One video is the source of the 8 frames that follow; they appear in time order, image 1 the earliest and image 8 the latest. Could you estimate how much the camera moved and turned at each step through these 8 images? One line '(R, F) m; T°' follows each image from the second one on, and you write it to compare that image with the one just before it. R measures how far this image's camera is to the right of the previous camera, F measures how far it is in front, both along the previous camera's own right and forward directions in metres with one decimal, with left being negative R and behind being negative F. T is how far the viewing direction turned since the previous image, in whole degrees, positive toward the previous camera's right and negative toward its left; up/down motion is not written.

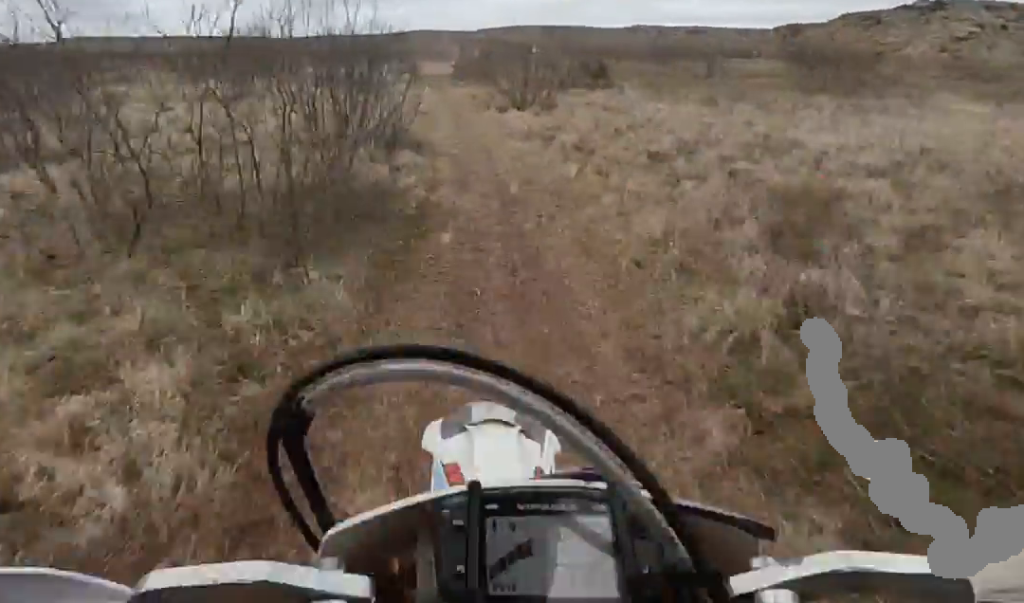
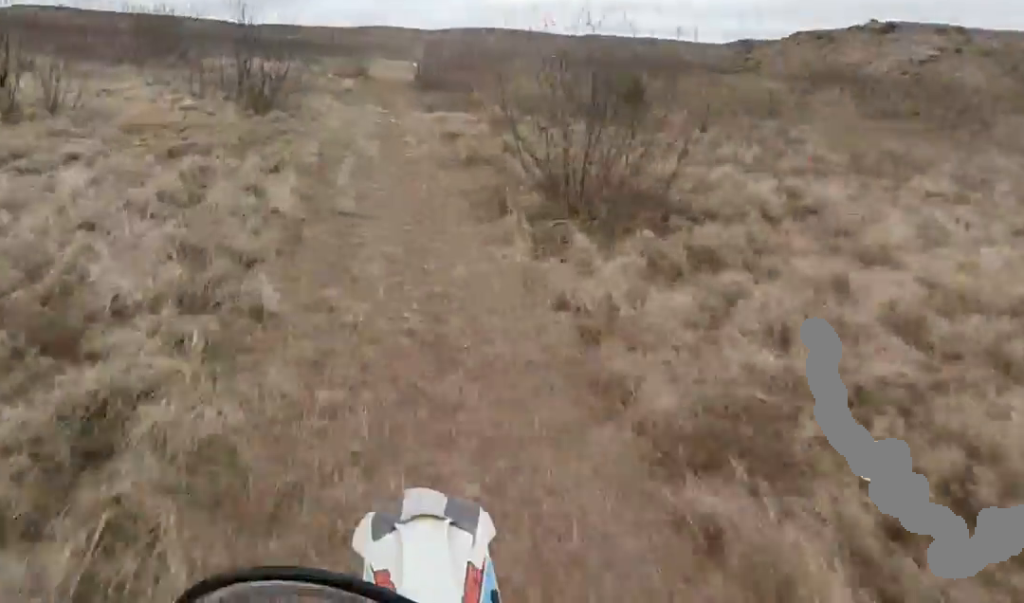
(-0.3, +8.8) m; -2°
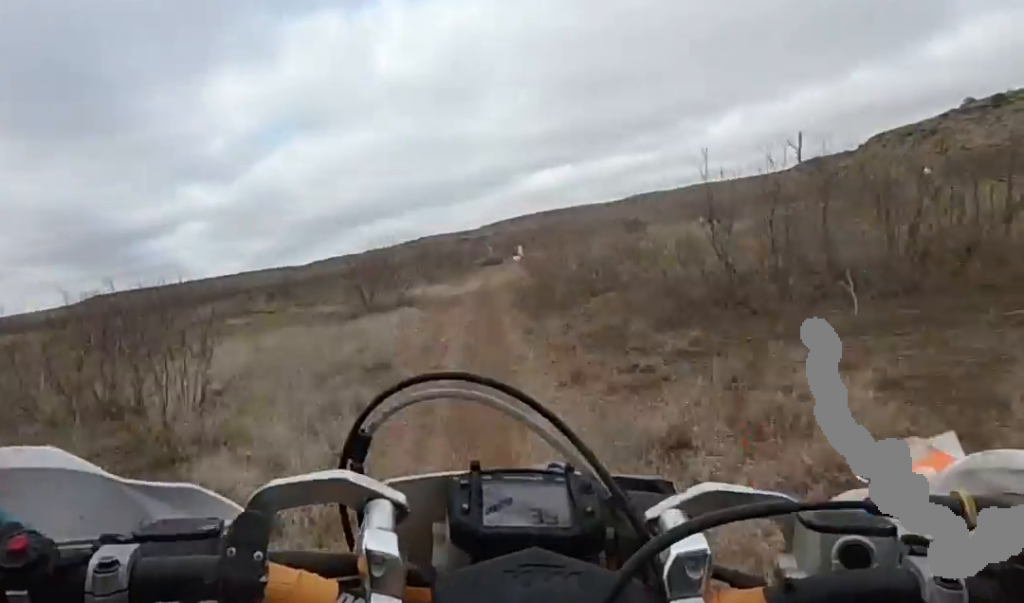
(+1.0, +22.4) m; +7°
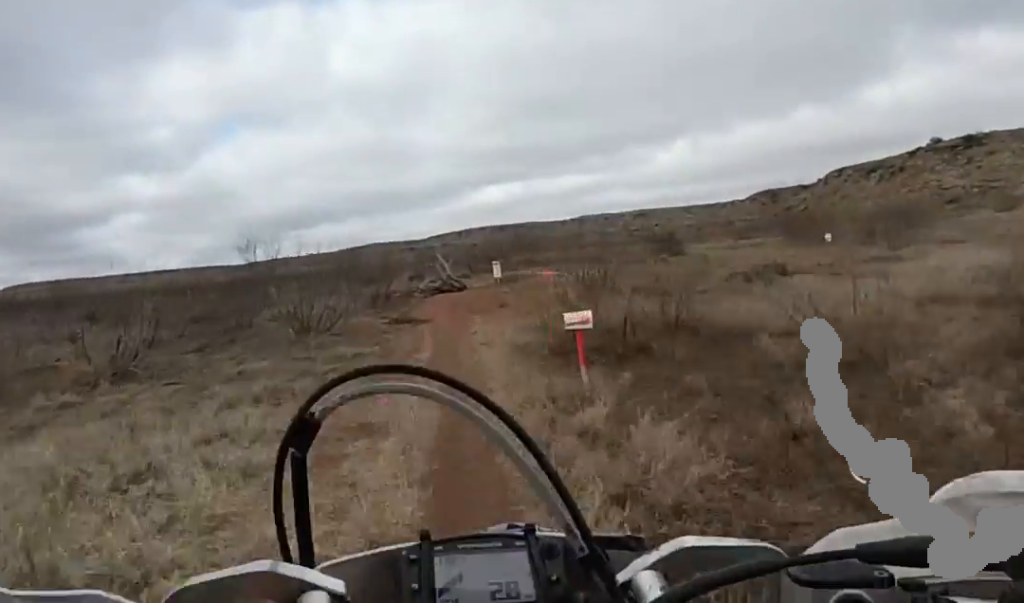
(+0.3, +10.1) m; +7°
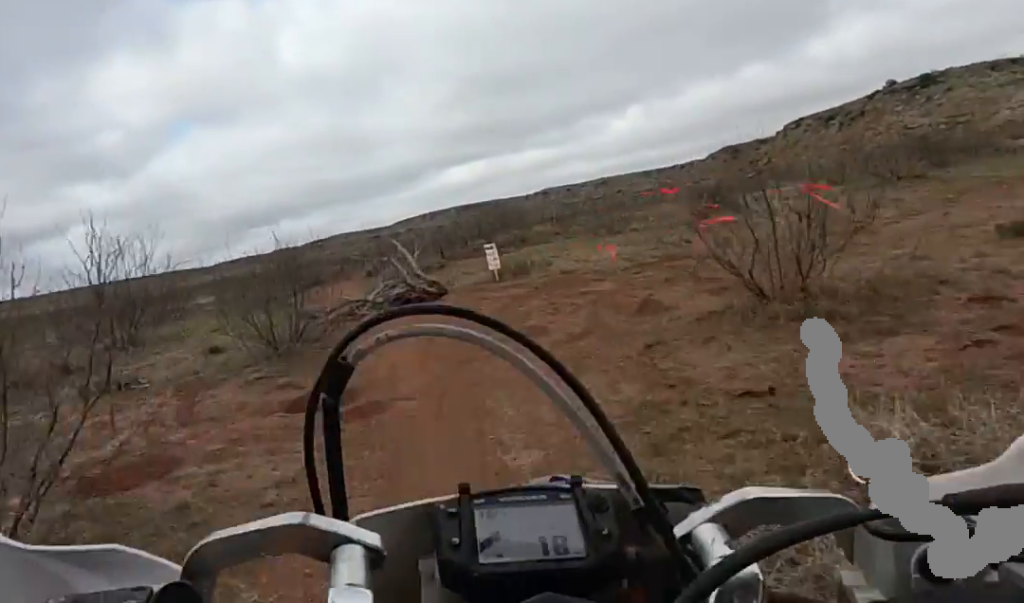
(+0.5, +6.1) m; +22°
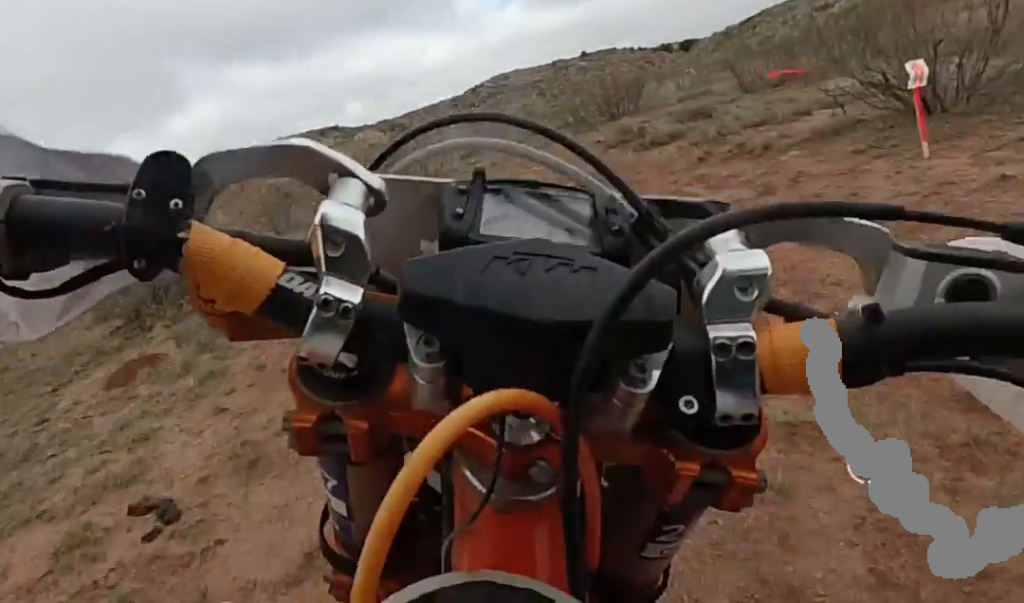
(+8.4, +11.7) m; +48°
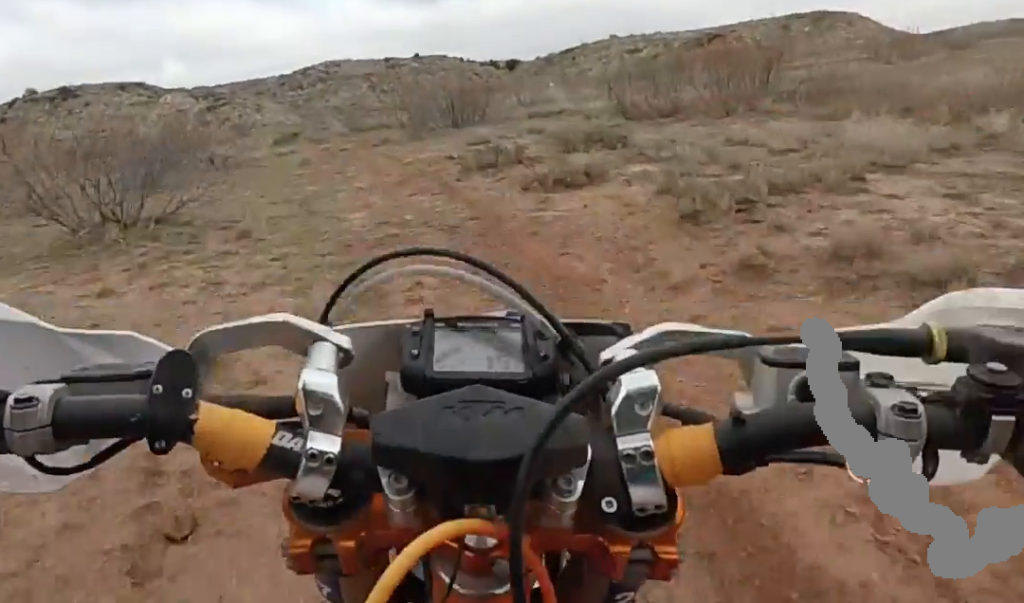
(+0.1, +6.8) m; +1°
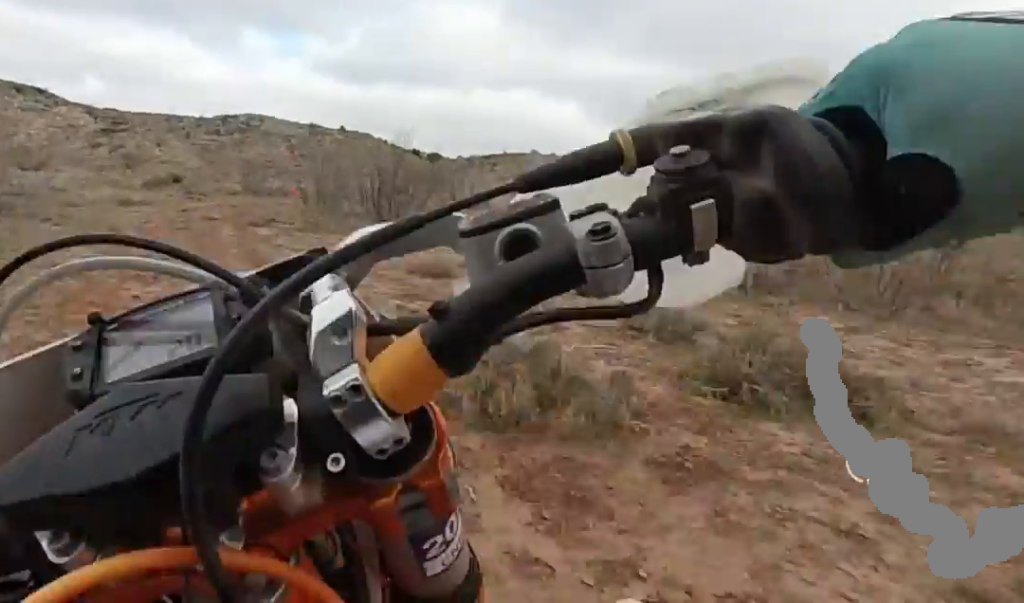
(0.0, +7.4) m; 0°
